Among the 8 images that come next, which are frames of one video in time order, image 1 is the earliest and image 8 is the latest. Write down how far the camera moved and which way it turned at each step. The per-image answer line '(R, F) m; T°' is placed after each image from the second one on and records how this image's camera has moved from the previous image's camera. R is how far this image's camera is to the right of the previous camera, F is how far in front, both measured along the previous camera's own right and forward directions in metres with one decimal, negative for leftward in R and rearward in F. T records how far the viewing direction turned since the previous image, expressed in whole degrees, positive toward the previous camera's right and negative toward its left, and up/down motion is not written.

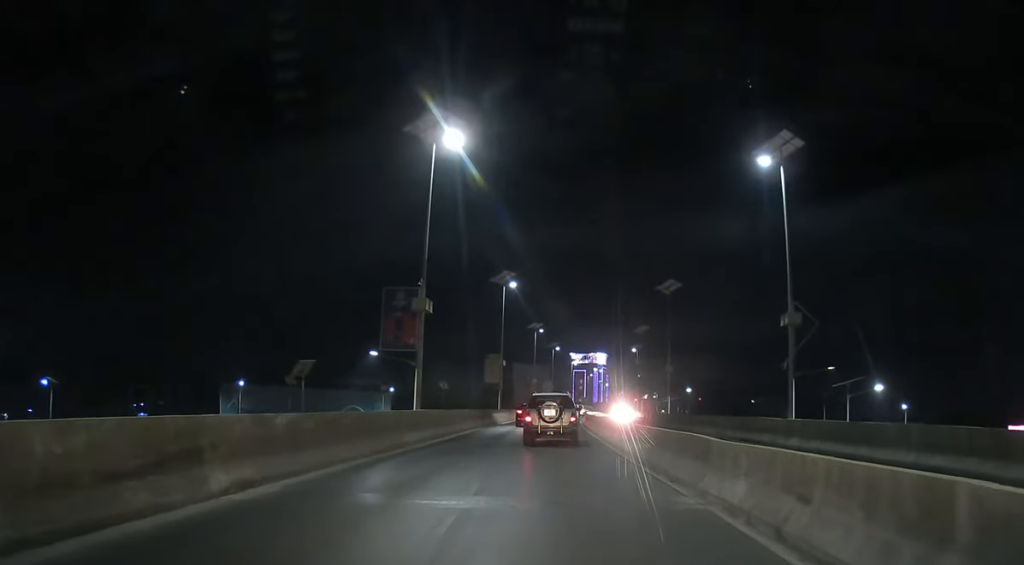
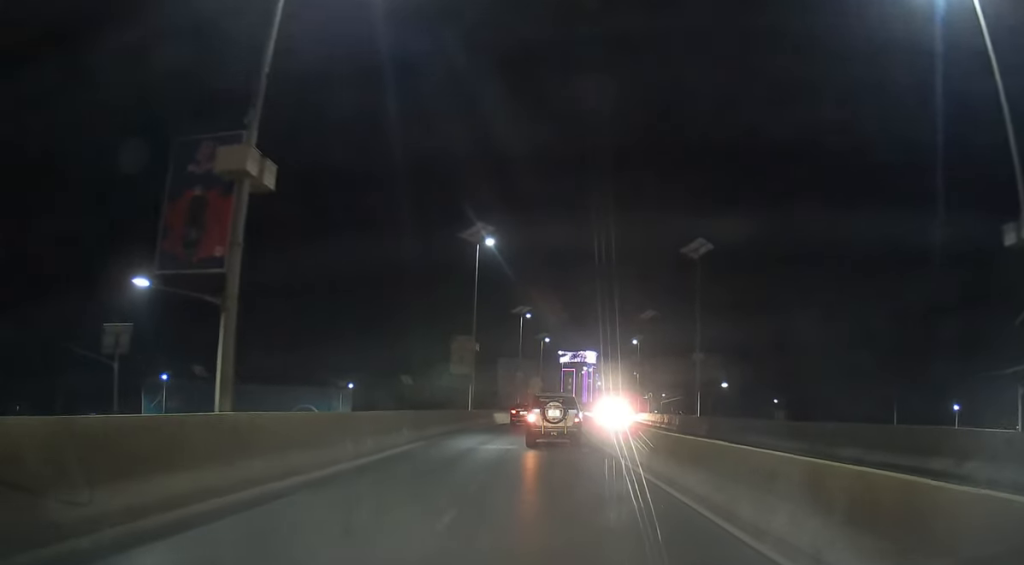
(+0.2, +16.7) m; +1°
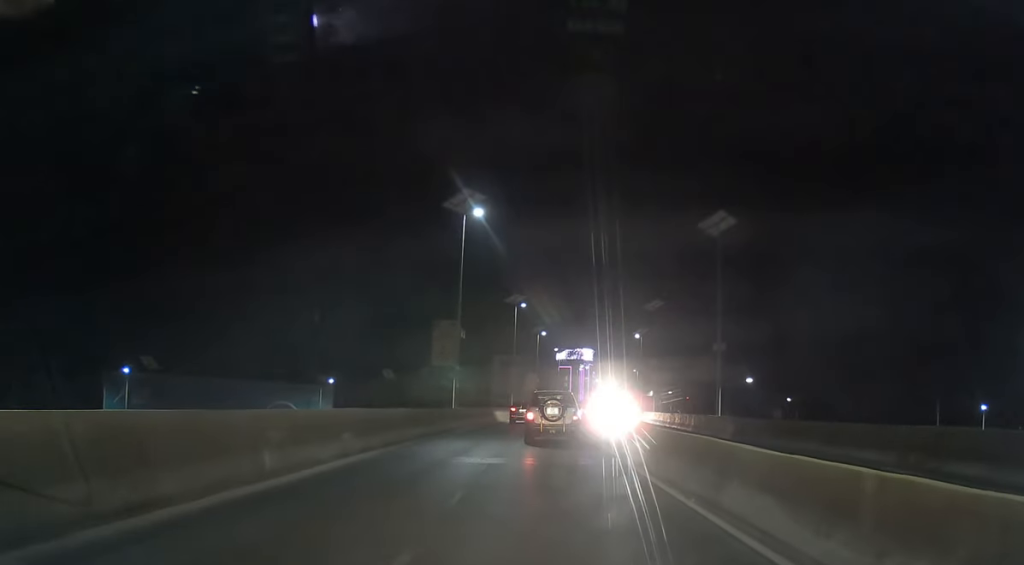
(0.0, +6.7) m; 0°
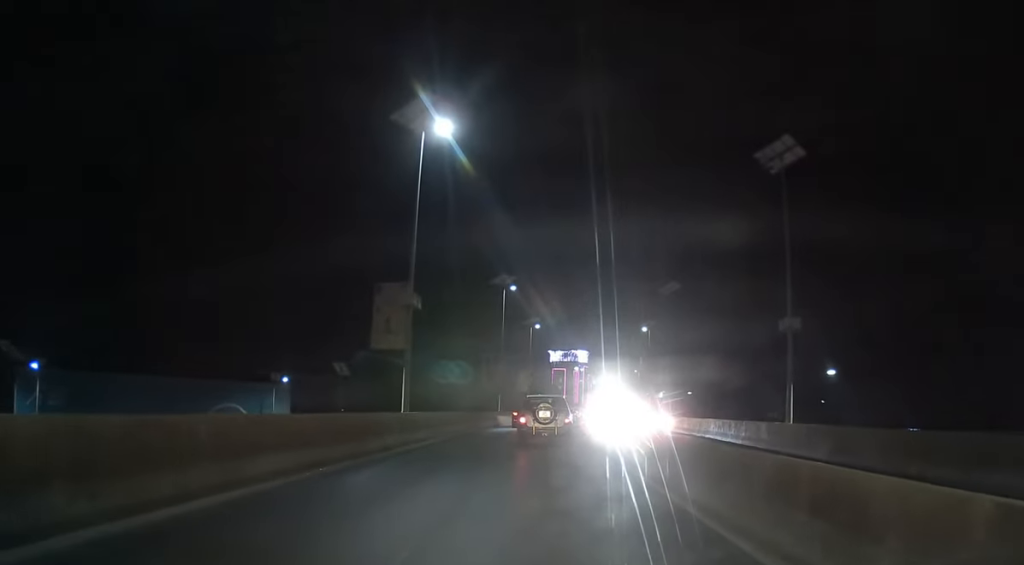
(+0.1, +13.2) m; 0°
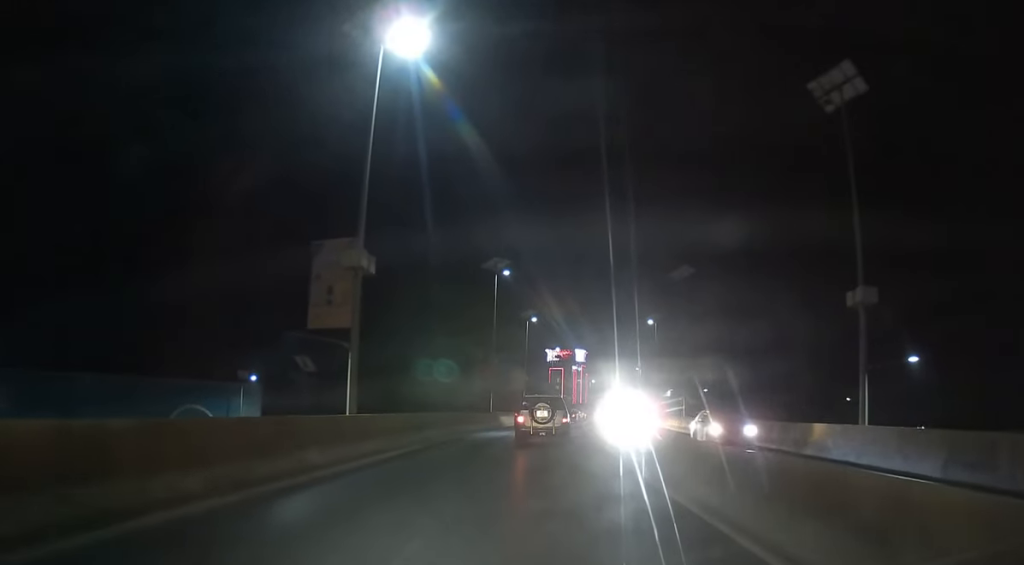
(0.0, +7.3) m; 0°
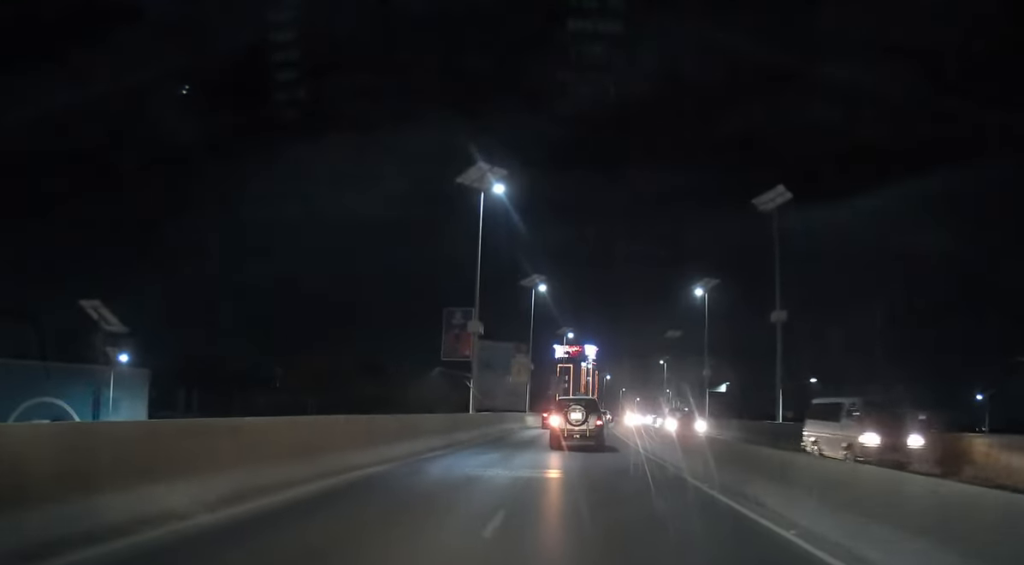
(+0.1, +21.9) m; +1°
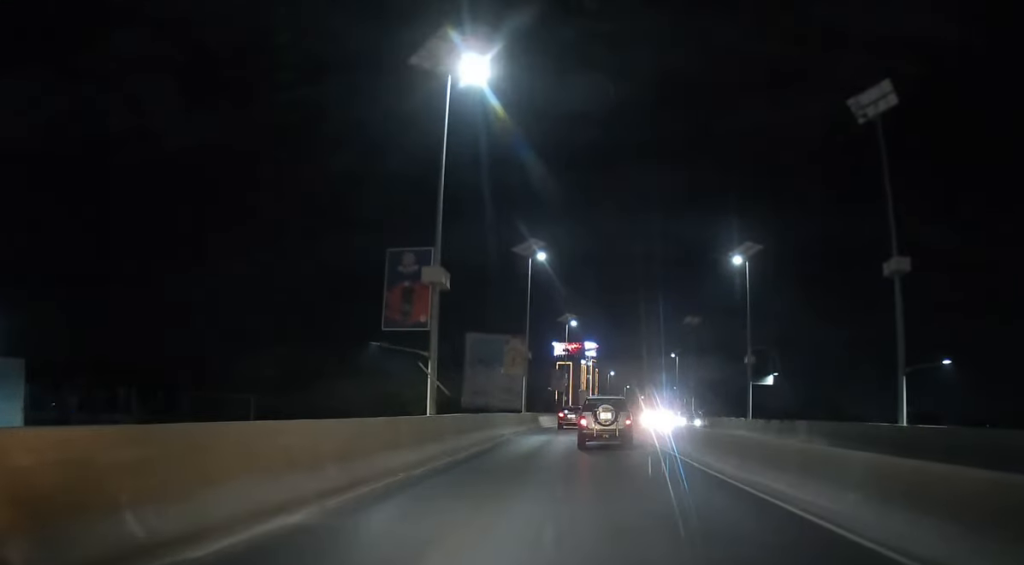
(0.0, +12.9) m; 0°
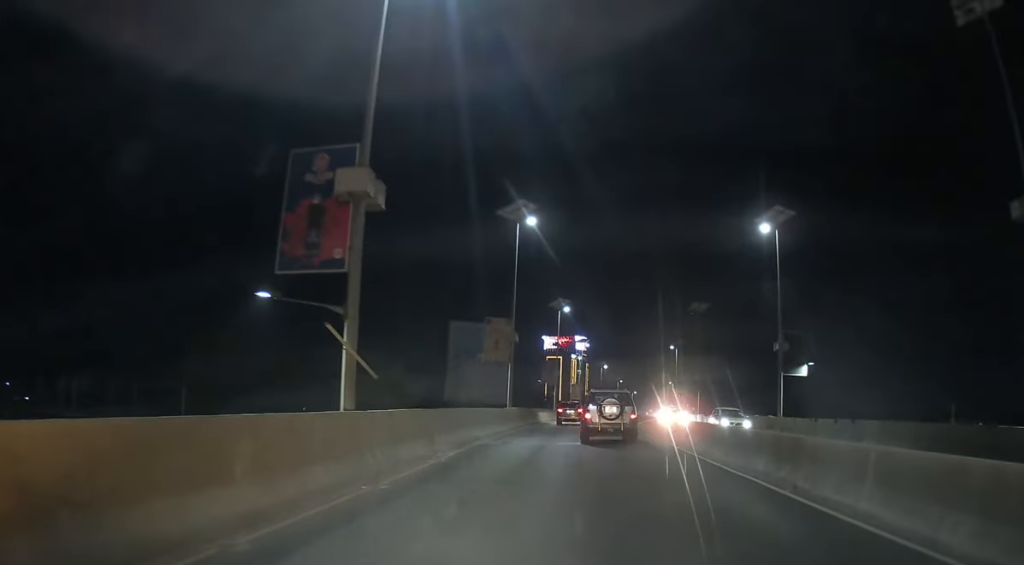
(-0.1, +8.3) m; 0°
